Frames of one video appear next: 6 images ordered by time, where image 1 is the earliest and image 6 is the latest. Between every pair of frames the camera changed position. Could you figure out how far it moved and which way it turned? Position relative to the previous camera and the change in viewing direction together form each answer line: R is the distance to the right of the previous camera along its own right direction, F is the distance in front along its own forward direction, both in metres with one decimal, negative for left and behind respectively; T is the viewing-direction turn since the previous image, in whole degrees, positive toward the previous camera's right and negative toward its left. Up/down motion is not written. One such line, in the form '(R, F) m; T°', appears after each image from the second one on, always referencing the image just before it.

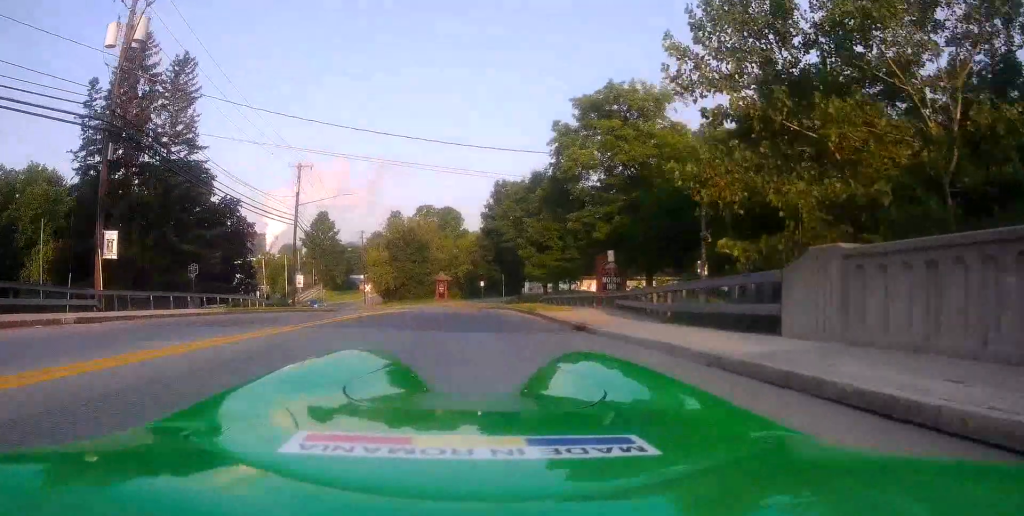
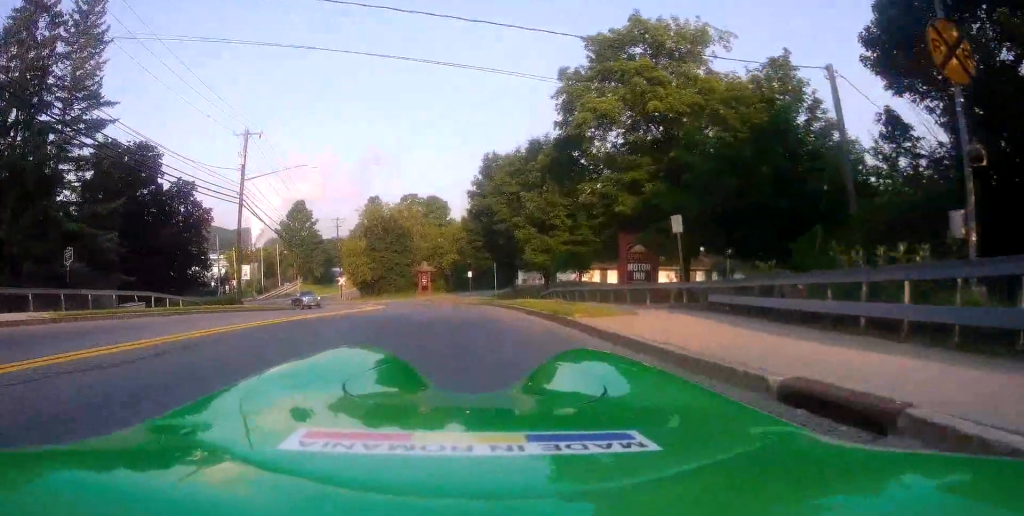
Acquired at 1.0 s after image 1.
(+0.2, +10.6) m; +2°
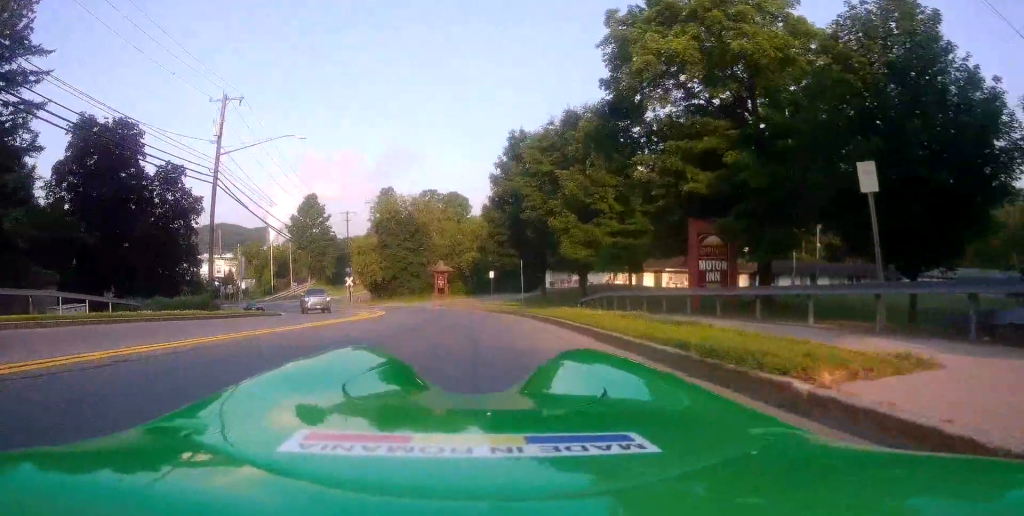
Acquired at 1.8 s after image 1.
(+0.5, +8.0) m; -5°
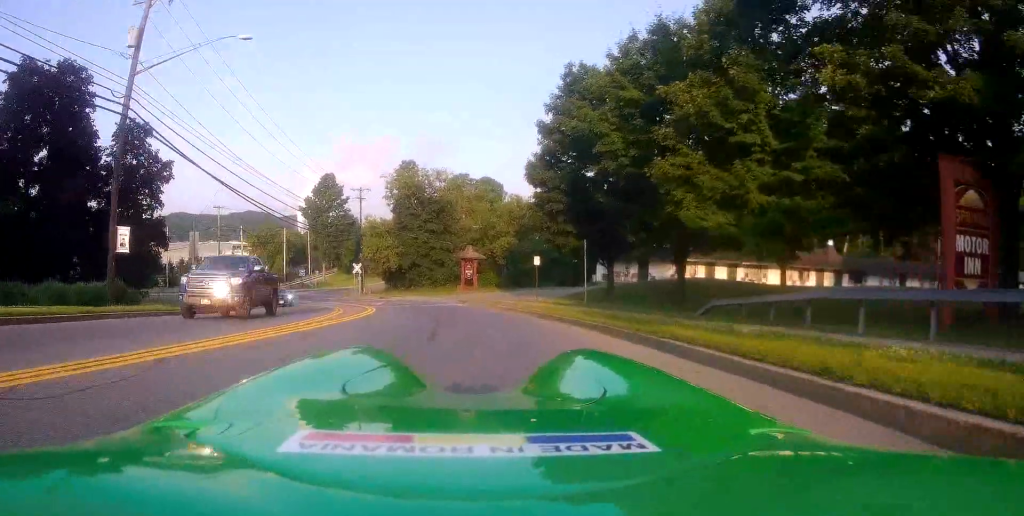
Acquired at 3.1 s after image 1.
(-1.6, +13.9) m; -4°
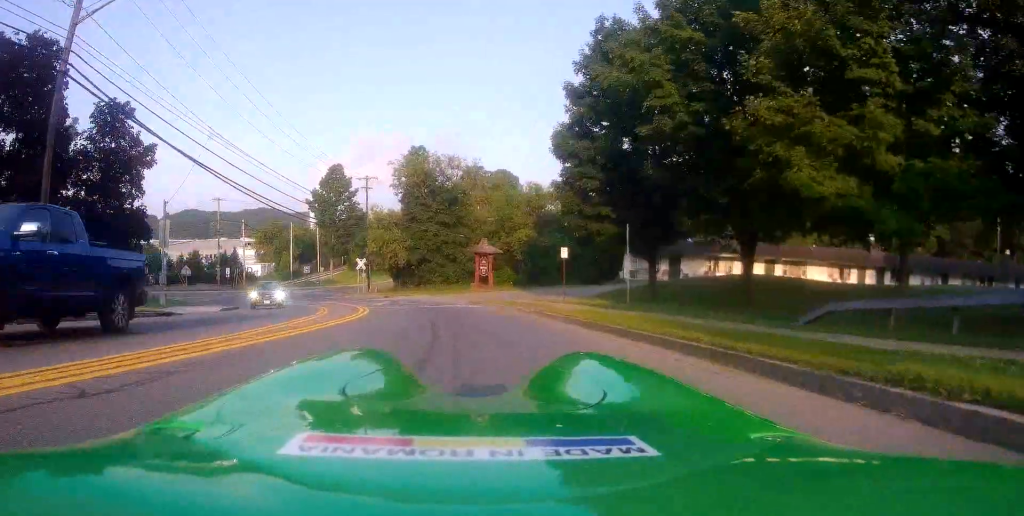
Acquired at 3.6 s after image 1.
(+0.5, +5.3) m; +1°
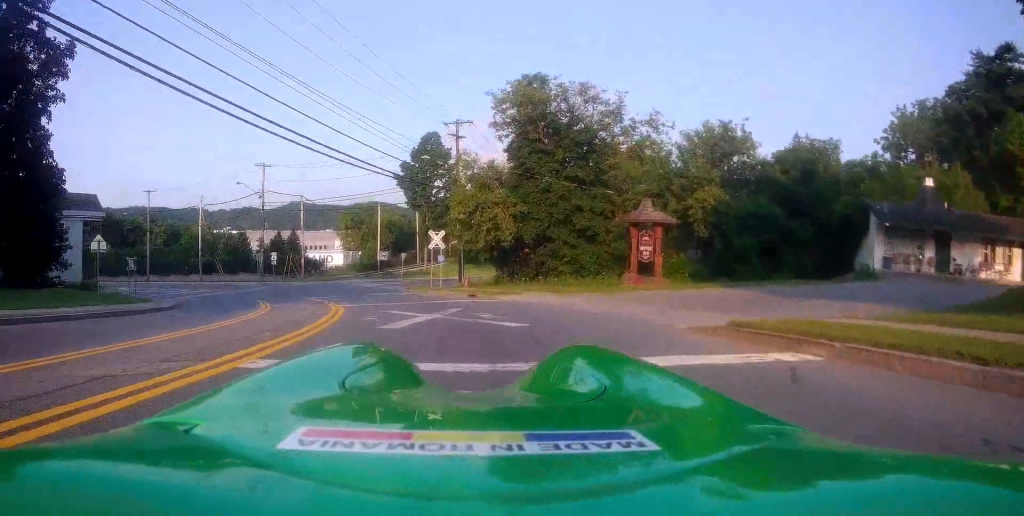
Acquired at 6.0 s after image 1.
(-2.1, +22.5) m; -14°
